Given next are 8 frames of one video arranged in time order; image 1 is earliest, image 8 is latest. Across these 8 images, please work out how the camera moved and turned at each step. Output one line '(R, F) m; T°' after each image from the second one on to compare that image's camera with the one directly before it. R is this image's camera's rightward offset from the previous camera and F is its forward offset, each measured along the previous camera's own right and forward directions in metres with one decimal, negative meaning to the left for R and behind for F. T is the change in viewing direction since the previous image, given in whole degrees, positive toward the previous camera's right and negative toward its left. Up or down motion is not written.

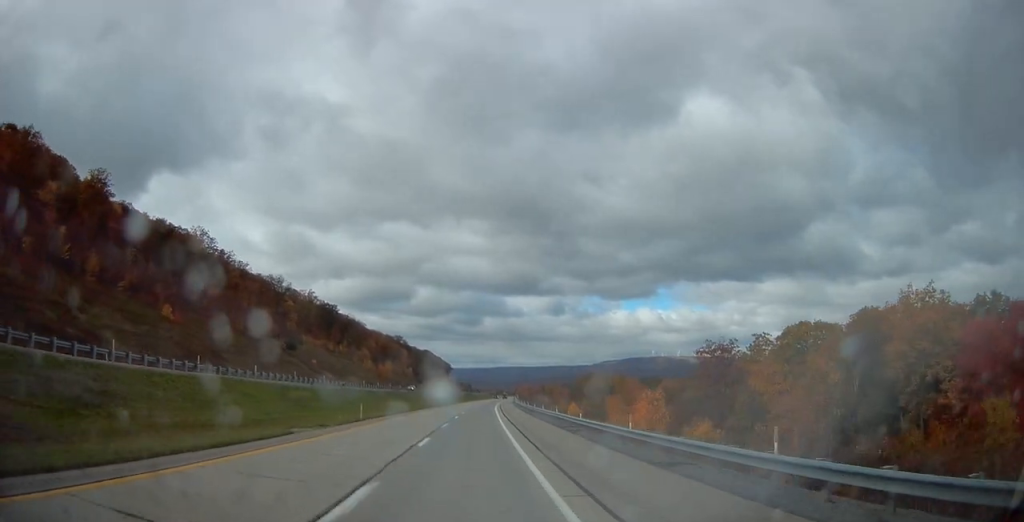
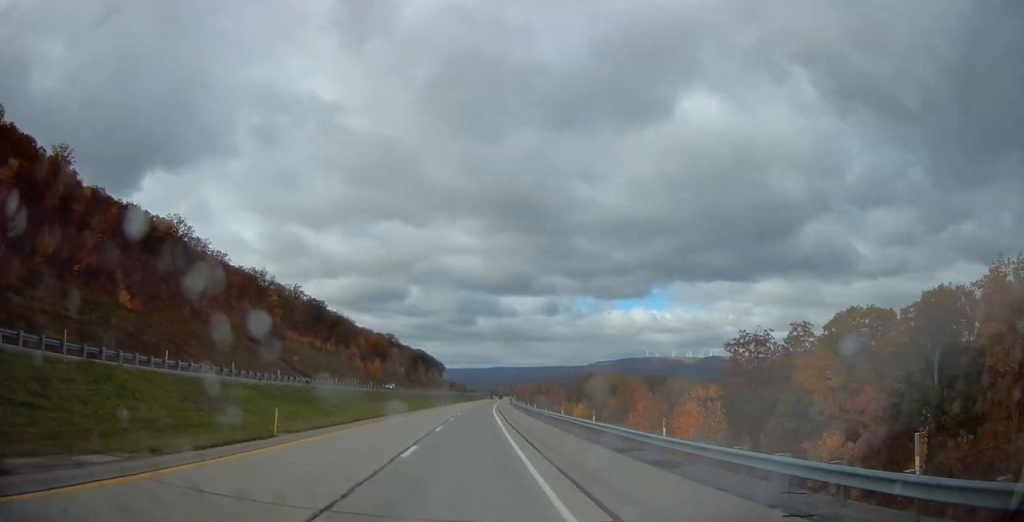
(0.0, +15.9) m; +1°
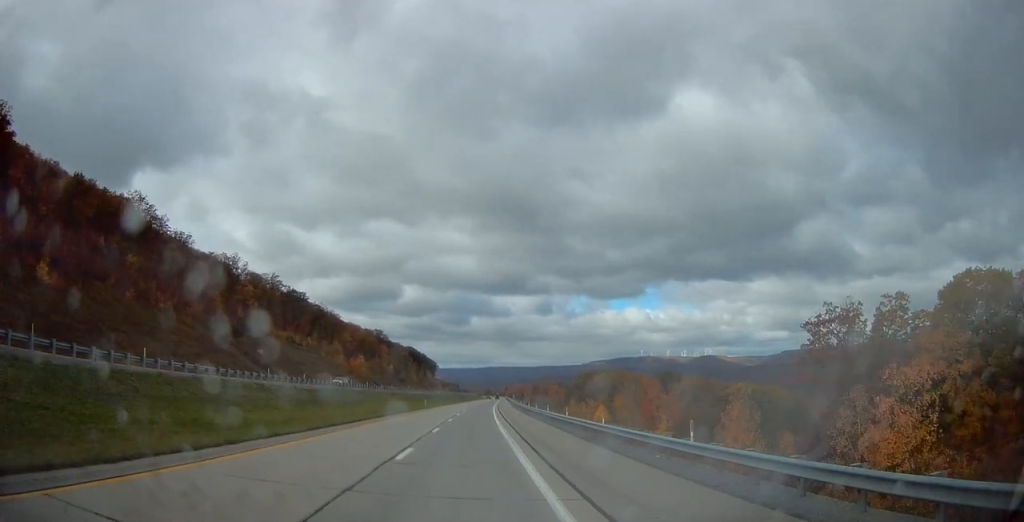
(+0.3, +25.5) m; +1°
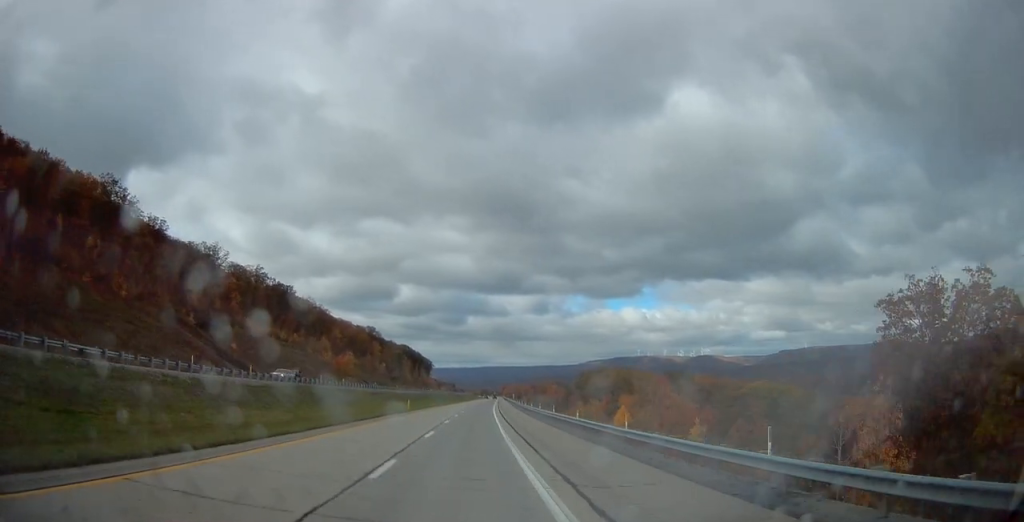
(+0.1, +15.9) m; 0°
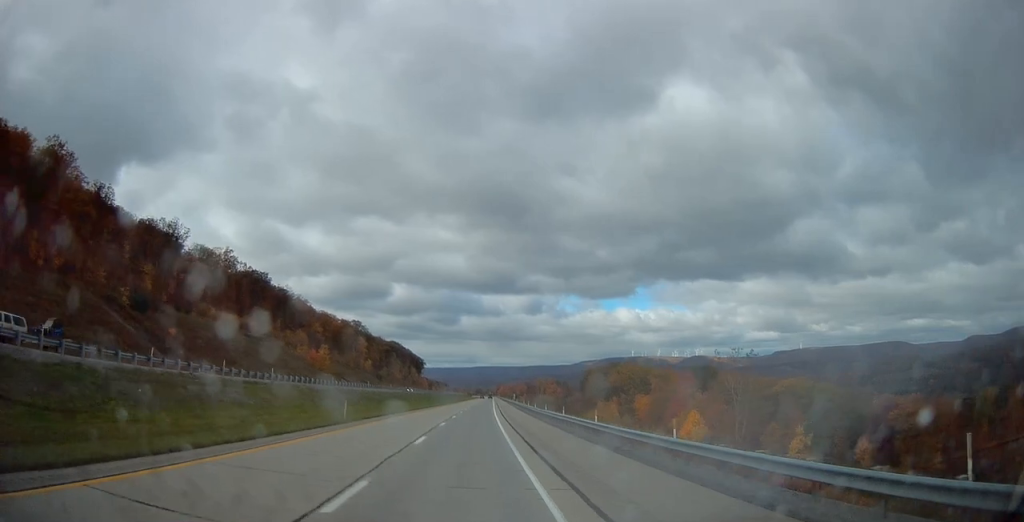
(+0.1, +28.6) m; 0°
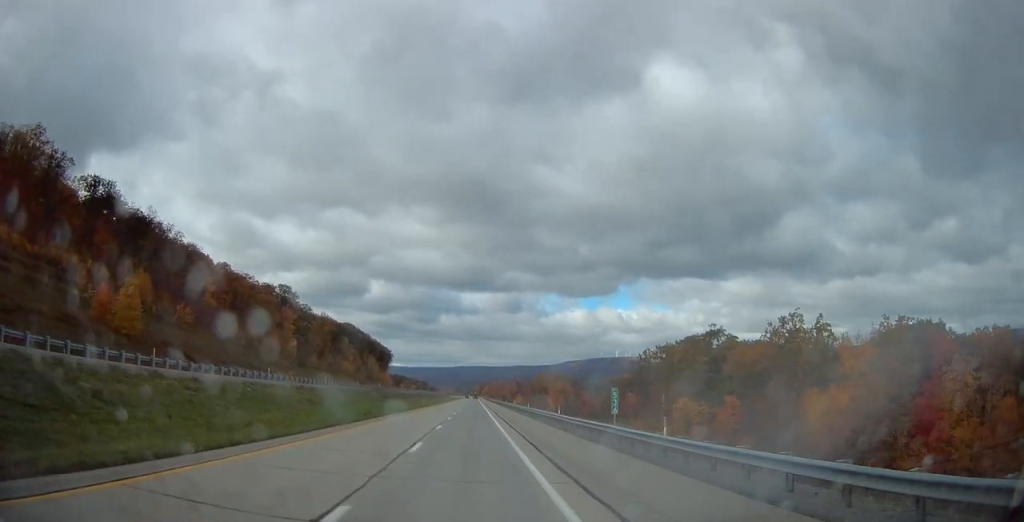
(+2.1, +112.8) m; +2°
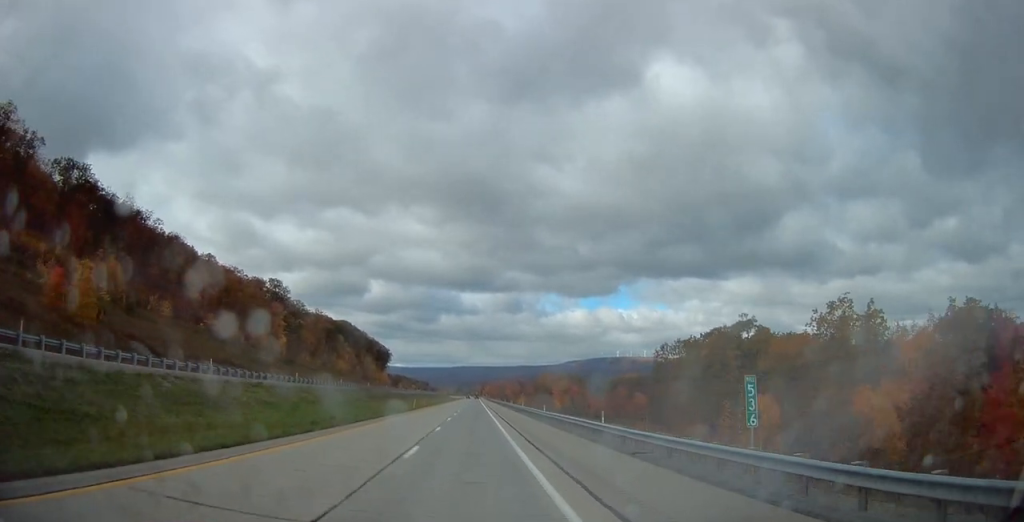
(0.0, +13.8) m; 0°
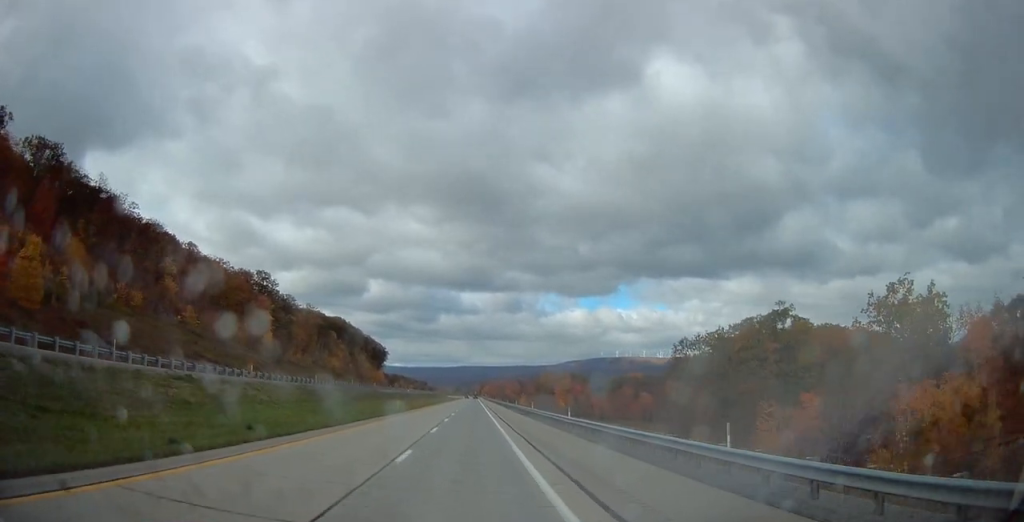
(0.0, +13.8) m; 0°
